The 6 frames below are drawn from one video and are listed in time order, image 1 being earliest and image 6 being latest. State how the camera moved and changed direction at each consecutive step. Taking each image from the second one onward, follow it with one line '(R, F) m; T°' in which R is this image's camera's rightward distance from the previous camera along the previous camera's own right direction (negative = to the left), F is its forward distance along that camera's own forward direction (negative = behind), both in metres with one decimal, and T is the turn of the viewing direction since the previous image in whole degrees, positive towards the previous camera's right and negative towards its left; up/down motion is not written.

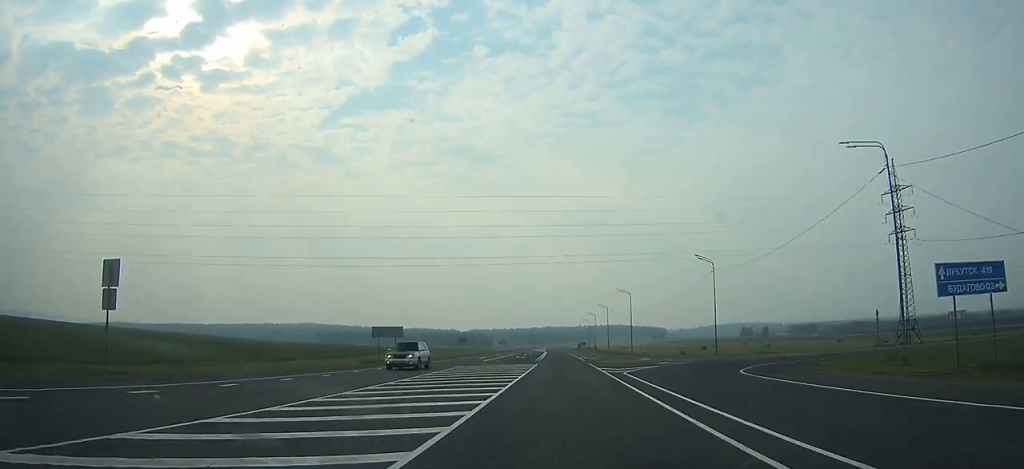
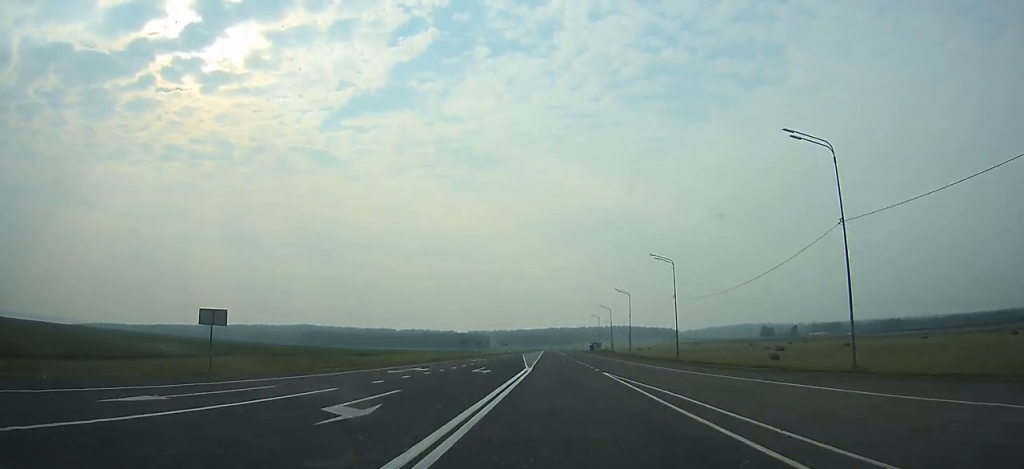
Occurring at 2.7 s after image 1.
(-0.2, +72.6) m; 0°
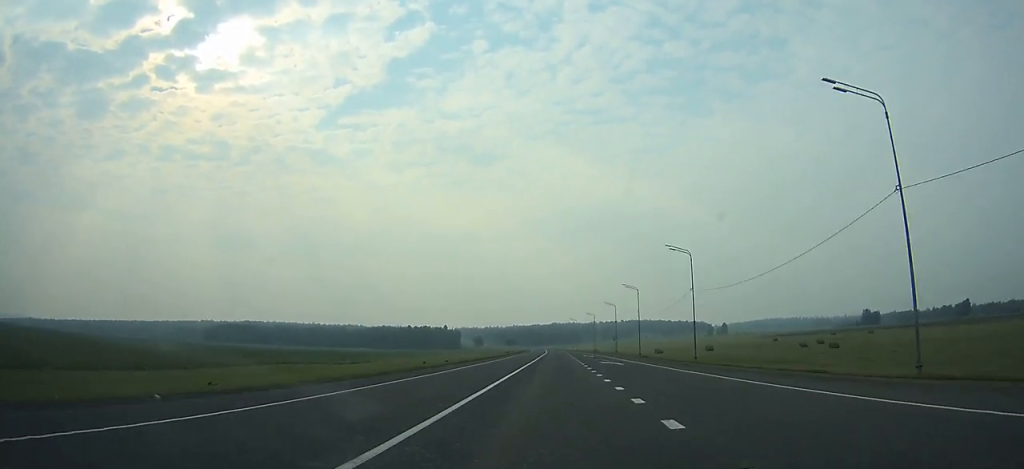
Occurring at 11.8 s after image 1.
(-1.1, +246.5) m; 0°
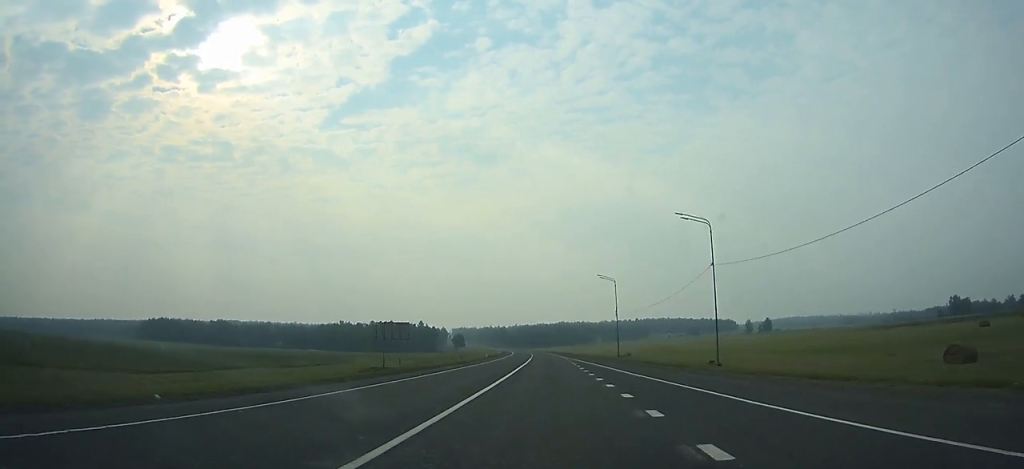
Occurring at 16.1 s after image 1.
(-0.6, +111.4) m; -1°
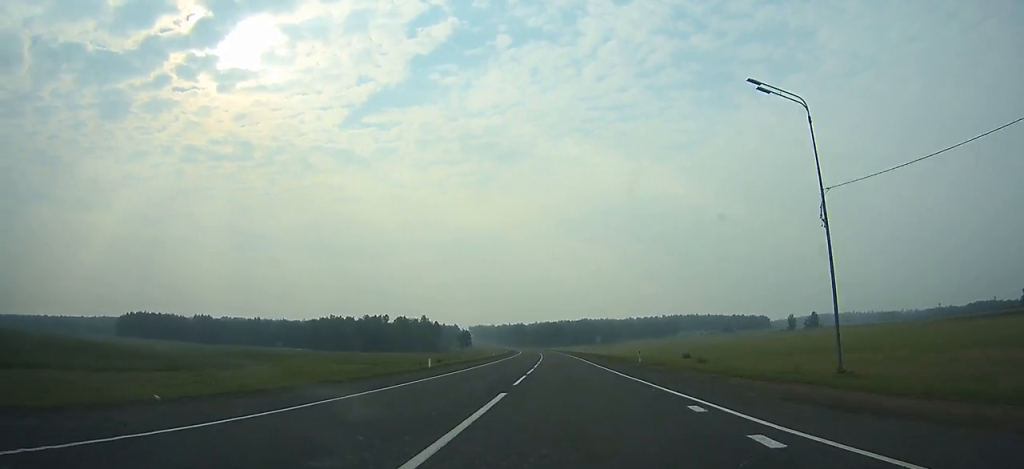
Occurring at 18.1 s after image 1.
(-0.4, +52.6) m; -1°
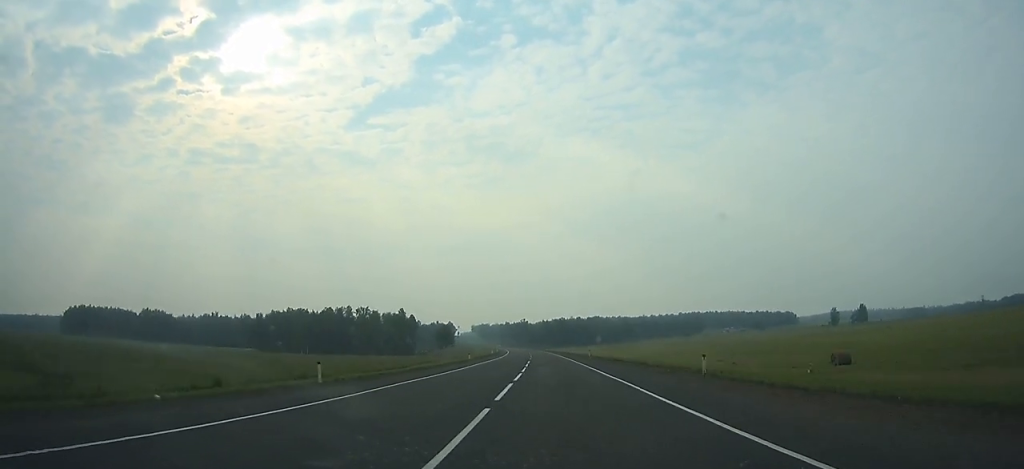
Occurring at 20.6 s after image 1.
(-0.7, +68.5) m; -2°
